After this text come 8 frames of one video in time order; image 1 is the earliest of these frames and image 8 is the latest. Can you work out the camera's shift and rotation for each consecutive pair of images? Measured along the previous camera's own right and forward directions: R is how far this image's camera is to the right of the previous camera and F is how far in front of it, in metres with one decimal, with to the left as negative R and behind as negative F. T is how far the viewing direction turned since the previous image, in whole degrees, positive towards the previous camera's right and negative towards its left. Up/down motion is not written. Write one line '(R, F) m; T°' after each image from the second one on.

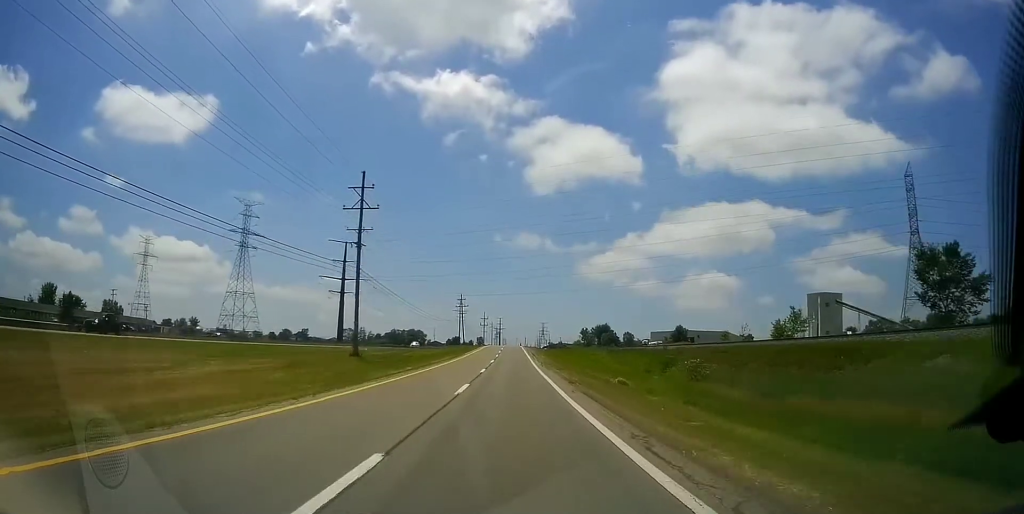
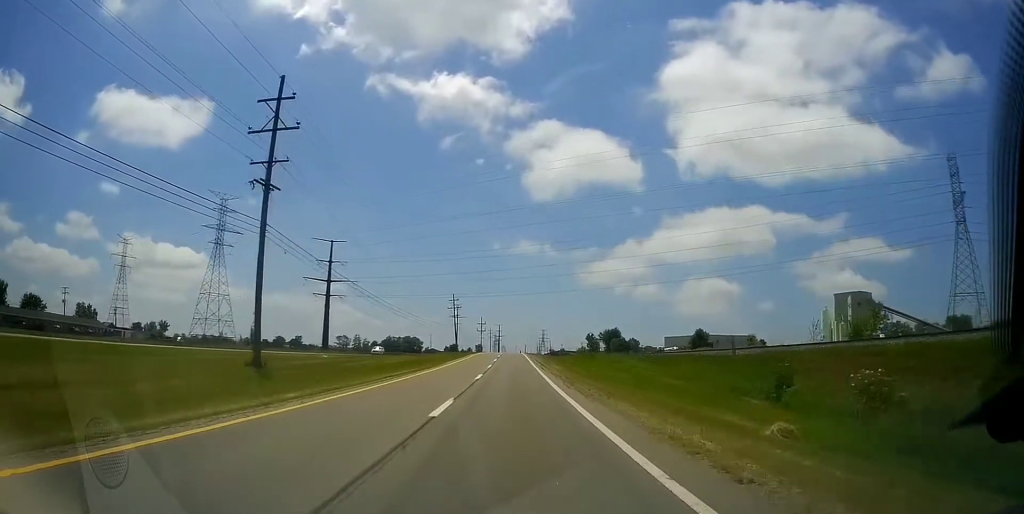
(-0.2, +20.3) m; -1°
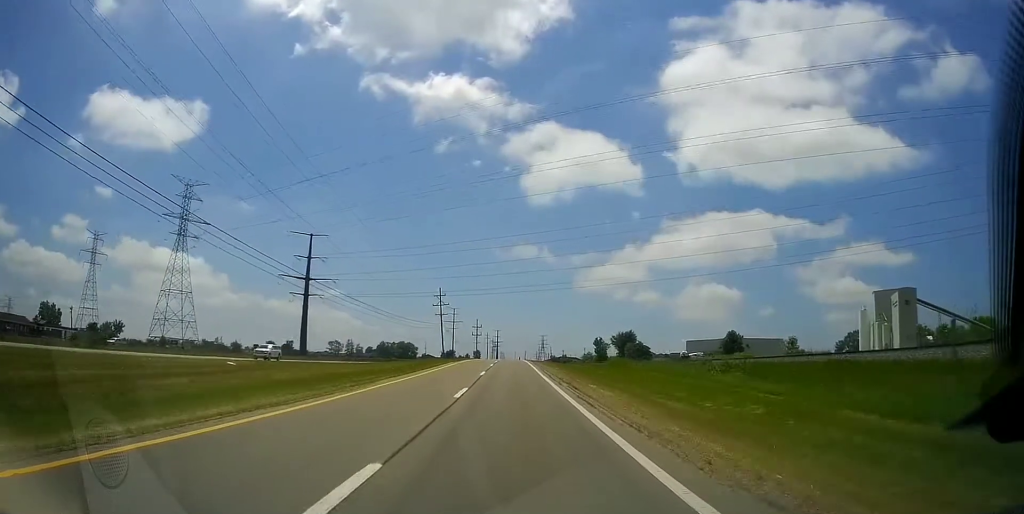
(-0.1, +25.3) m; +1°
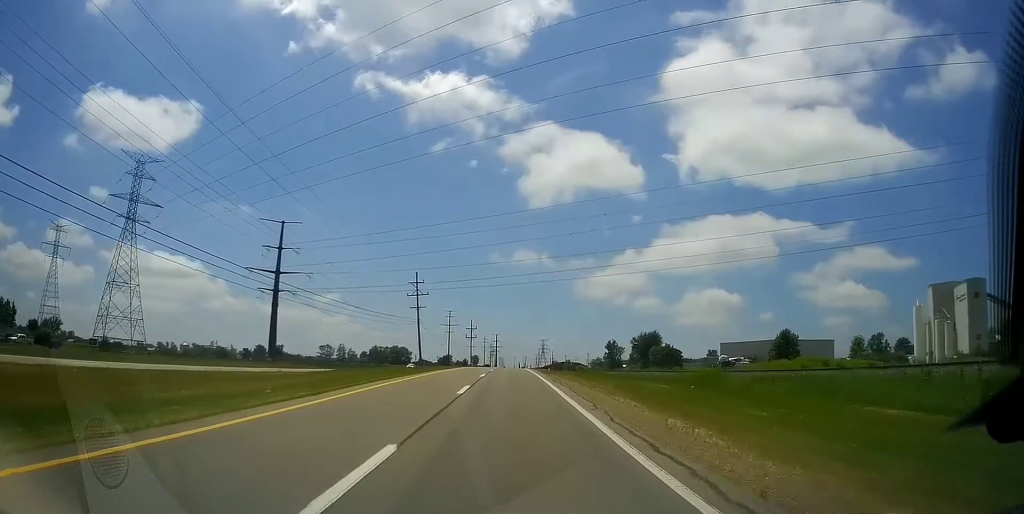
(+0.5, +28.2) m; +1°
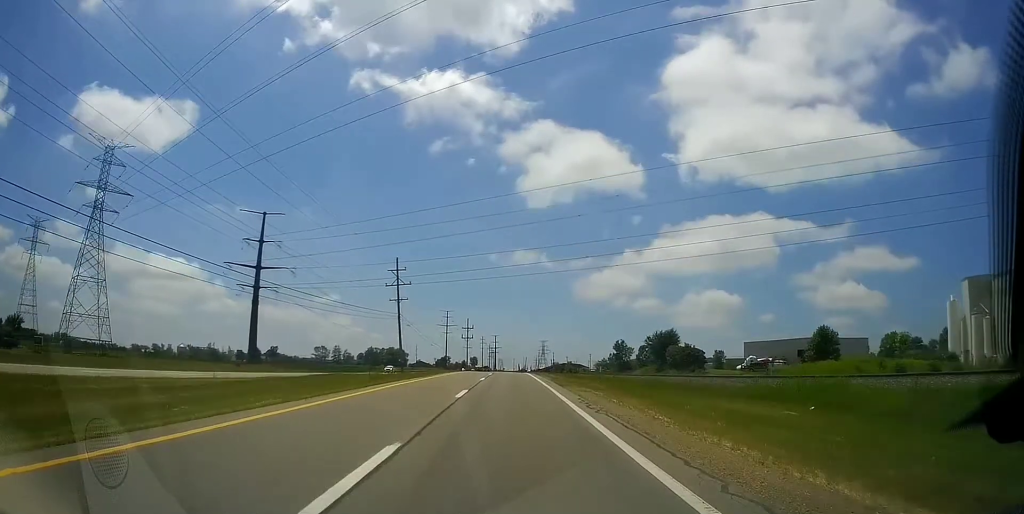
(-0.3, +15.5) m; 0°
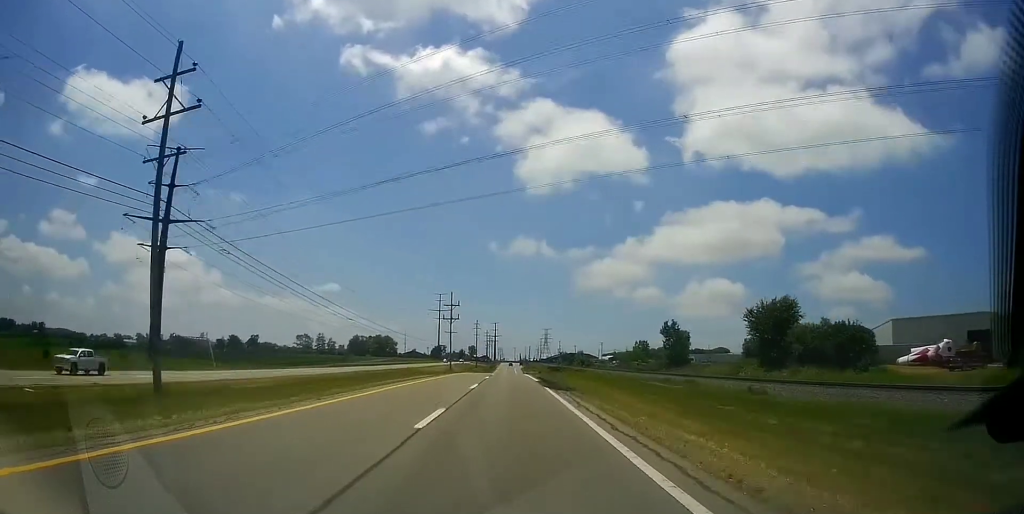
(-0.5, +53.5) m; -1°
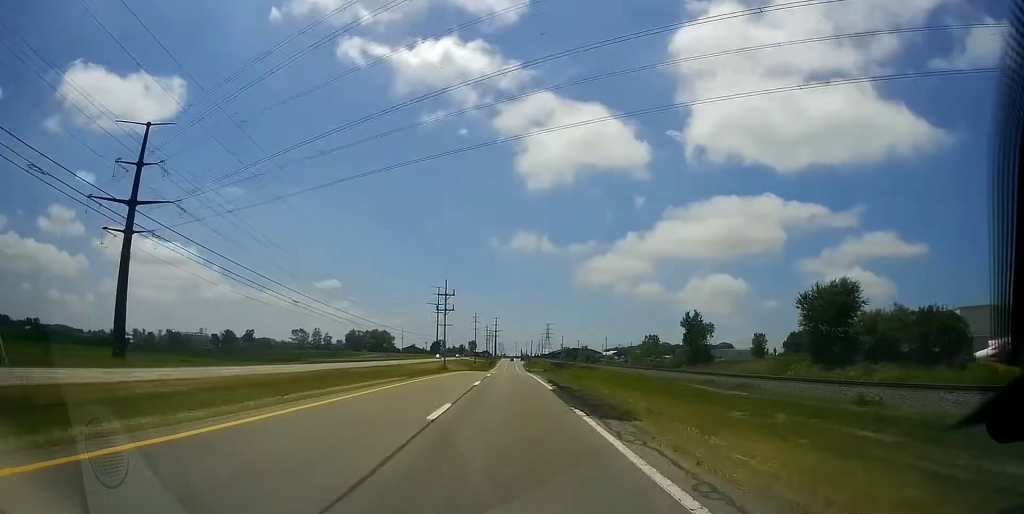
(+0.1, +14.2) m; +1°
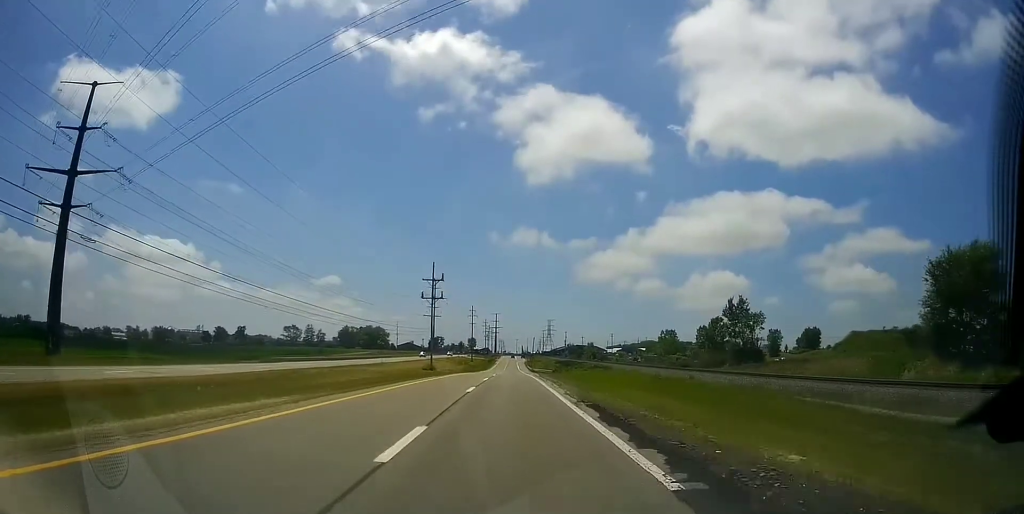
(+0.2, +20.7) m; 0°
